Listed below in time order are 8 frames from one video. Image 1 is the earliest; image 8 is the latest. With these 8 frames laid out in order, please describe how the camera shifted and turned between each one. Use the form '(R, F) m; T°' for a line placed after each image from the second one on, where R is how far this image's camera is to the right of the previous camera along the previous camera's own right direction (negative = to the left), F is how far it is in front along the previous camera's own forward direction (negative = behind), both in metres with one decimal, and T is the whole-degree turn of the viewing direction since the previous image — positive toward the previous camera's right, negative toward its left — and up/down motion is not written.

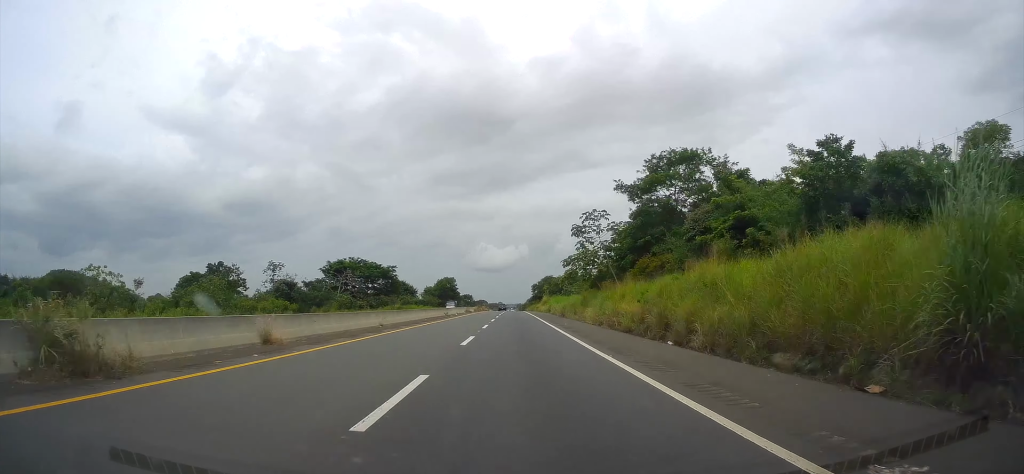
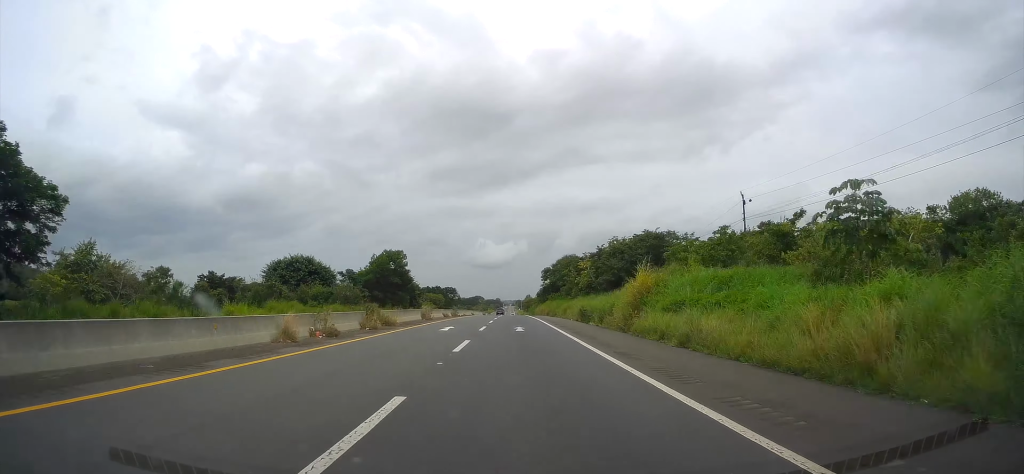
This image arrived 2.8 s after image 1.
(-0.2, +88.1) m; 0°
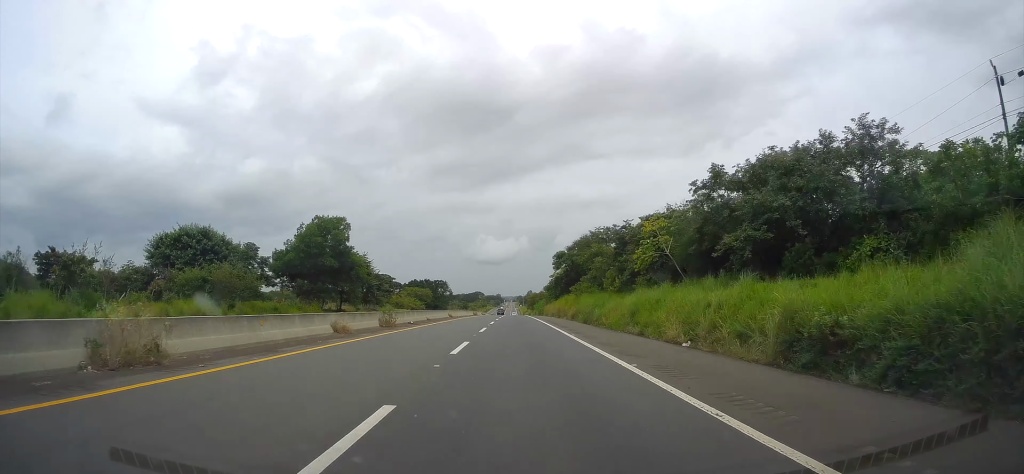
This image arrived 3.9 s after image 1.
(0.0, +37.3) m; 0°
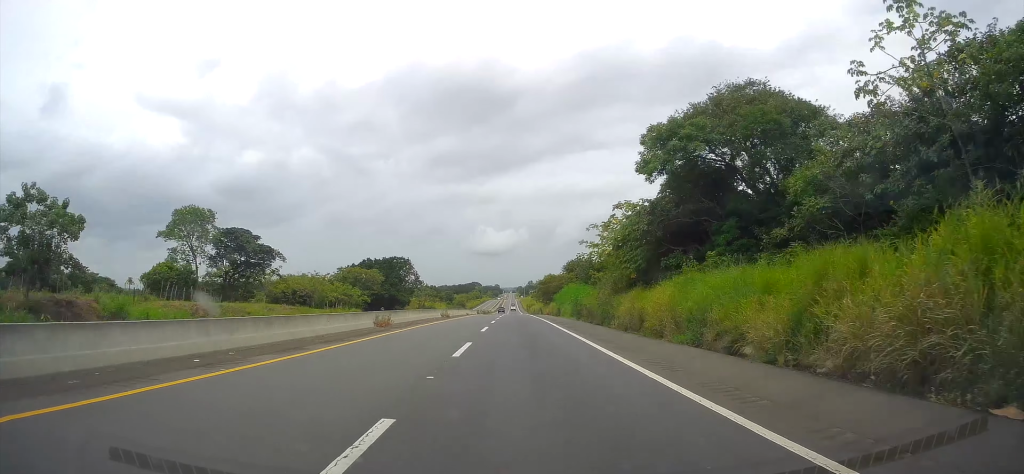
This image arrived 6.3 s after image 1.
(0.0, +74.5) m; 0°
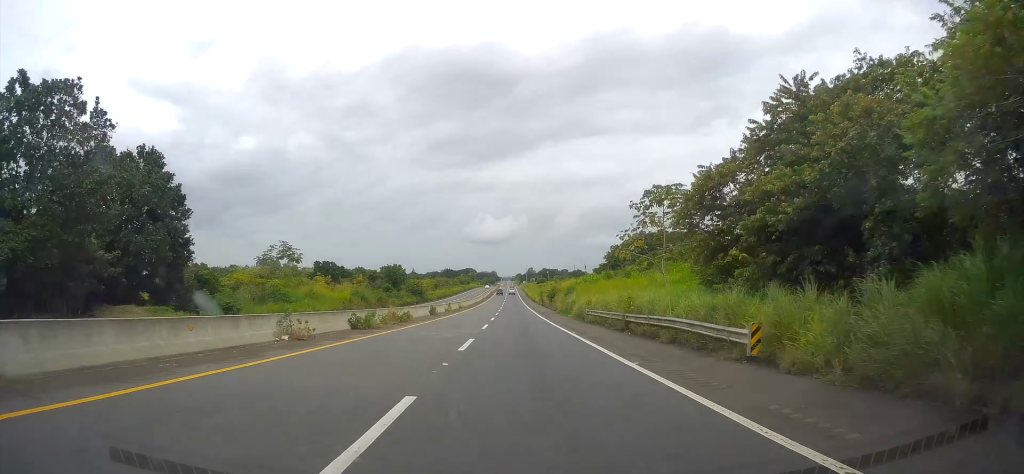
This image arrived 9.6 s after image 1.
(+0.3, +107.7) m; 0°
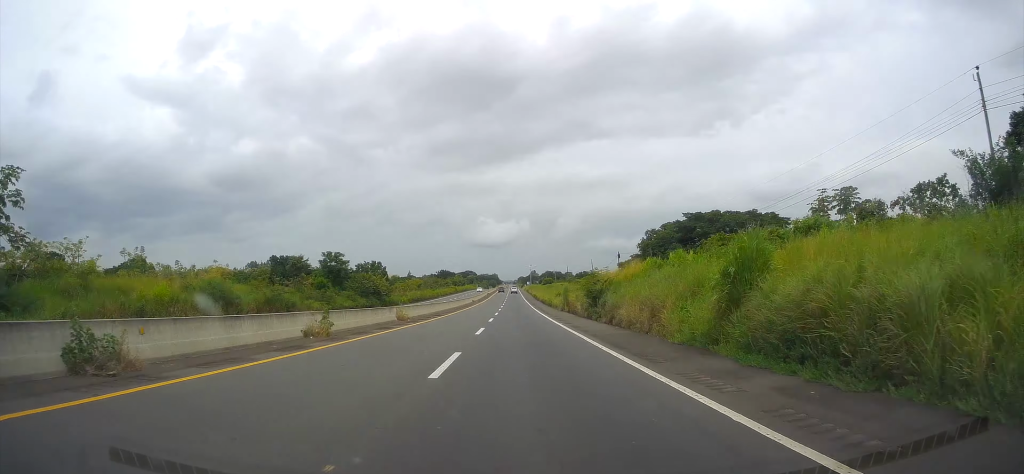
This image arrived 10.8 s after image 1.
(0.0, +41.1) m; 0°
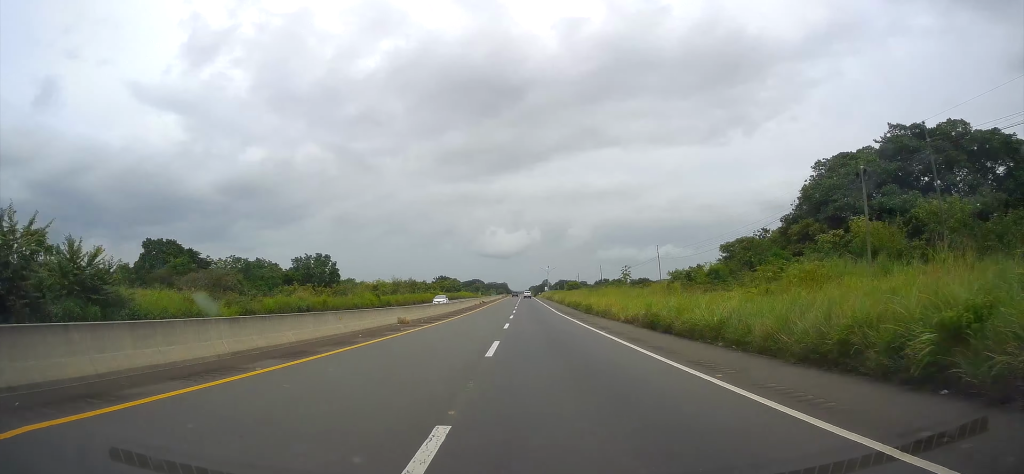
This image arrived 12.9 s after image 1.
(-0.4, +69.6) m; -1°
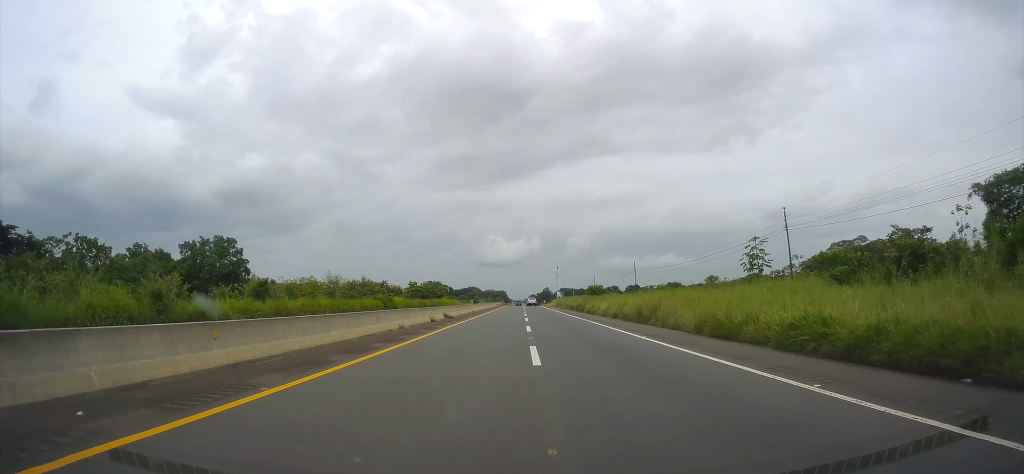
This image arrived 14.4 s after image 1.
(-0.4, +50.7) m; 0°
